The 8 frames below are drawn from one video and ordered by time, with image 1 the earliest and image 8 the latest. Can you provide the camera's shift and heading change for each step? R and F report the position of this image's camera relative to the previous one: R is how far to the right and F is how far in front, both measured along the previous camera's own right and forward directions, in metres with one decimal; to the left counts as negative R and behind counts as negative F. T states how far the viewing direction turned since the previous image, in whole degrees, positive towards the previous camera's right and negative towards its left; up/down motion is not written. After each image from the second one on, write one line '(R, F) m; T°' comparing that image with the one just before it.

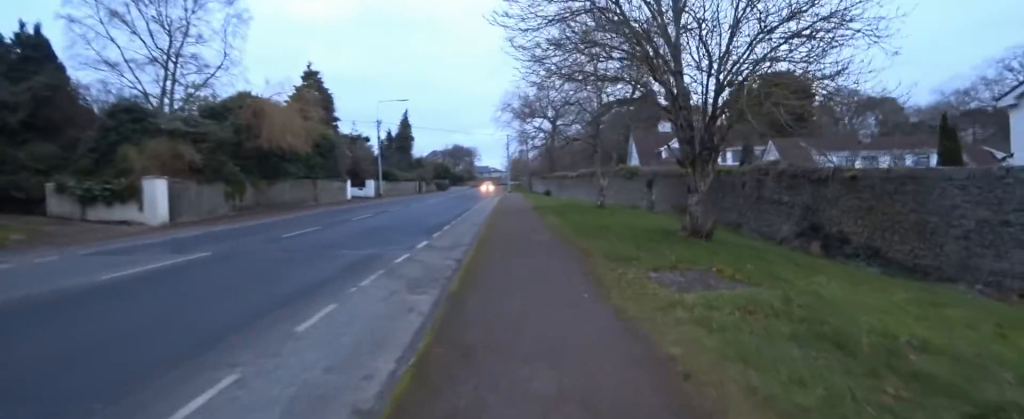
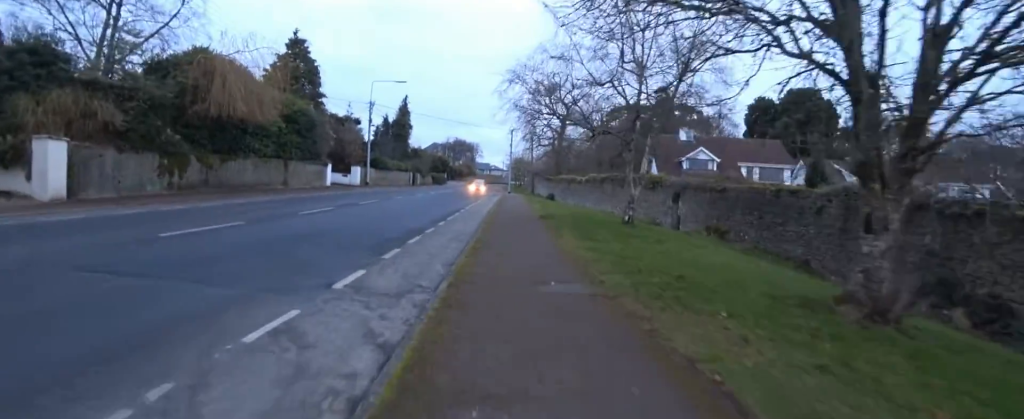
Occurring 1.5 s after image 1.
(0.0, +4.9) m; 0°
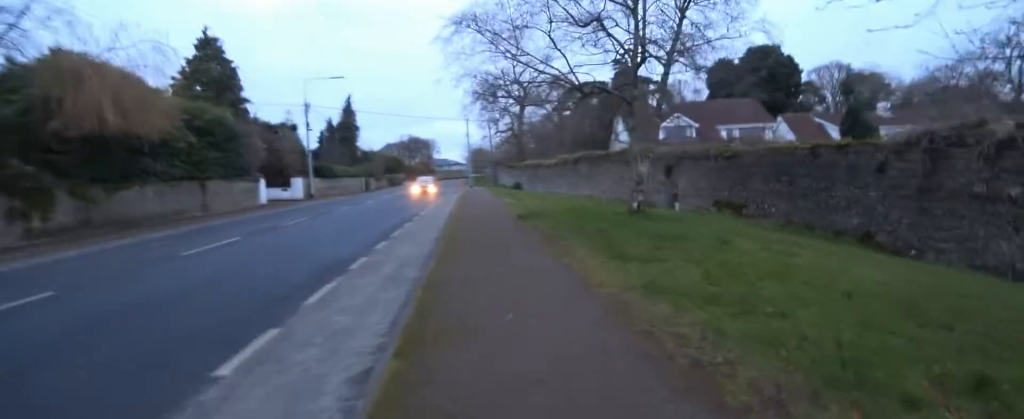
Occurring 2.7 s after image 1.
(0.0, +4.2) m; 0°
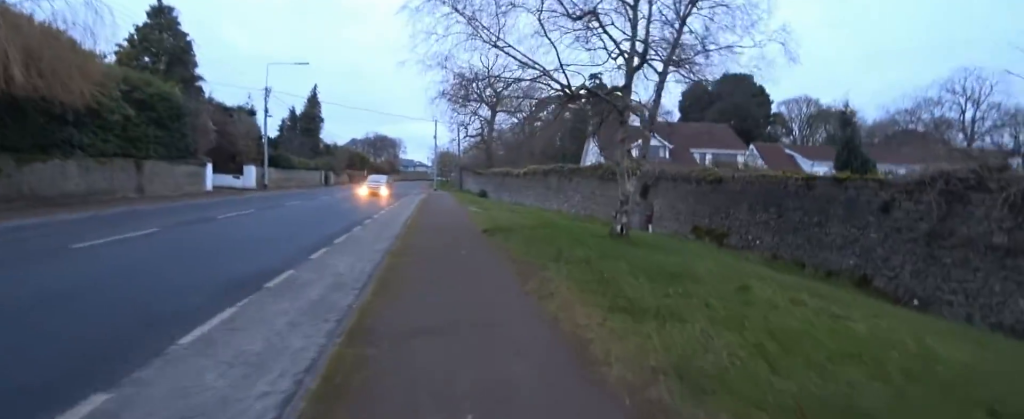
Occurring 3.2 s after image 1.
(0.0, +1.5) m; 0°
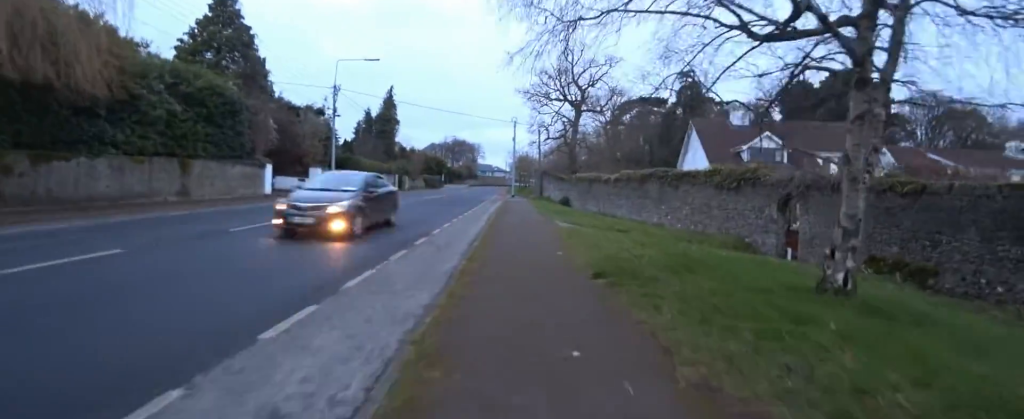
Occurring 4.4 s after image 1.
(0.0, +4.2) m; 0°
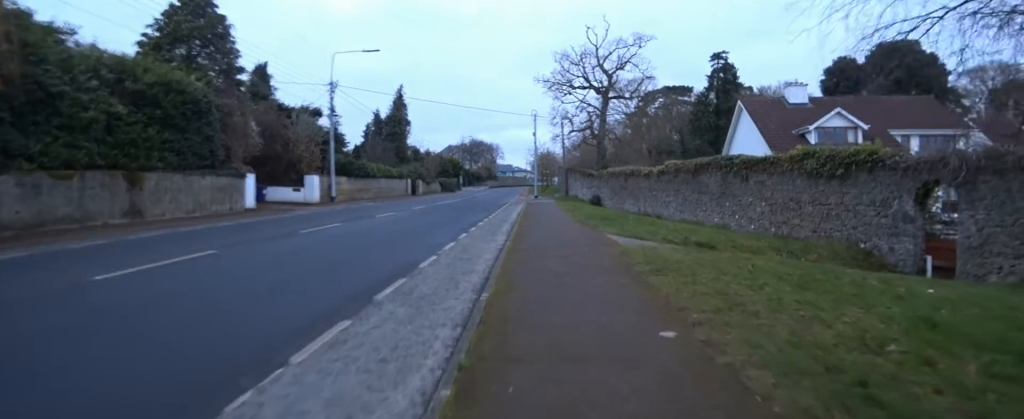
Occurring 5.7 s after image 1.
(0.0, +4.3) m; 0°
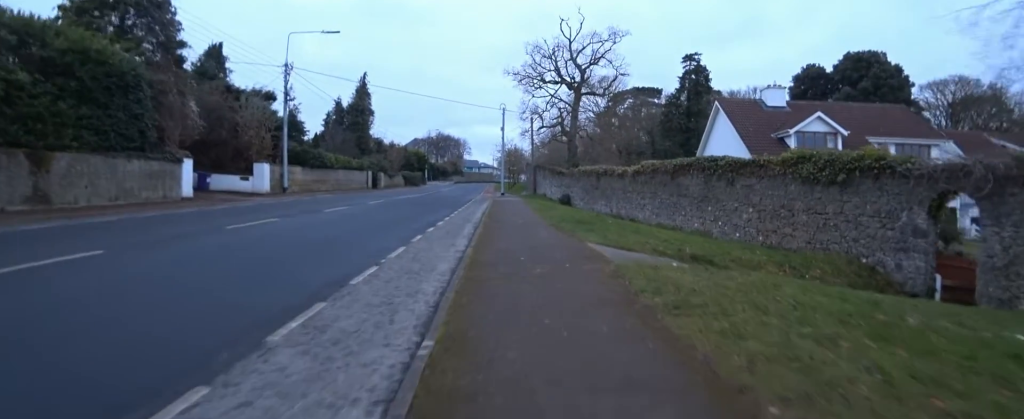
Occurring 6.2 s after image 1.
(0.0, +1.7) m; 0°
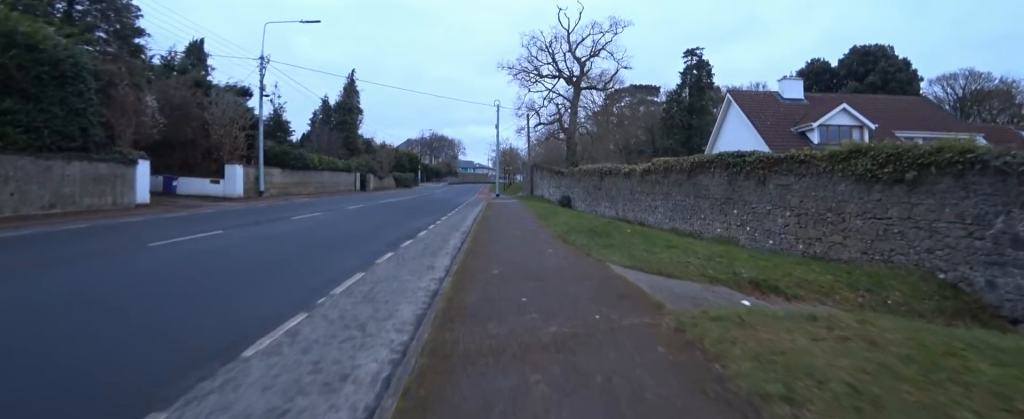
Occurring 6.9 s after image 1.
(0.0, +2.2) m; 0°
